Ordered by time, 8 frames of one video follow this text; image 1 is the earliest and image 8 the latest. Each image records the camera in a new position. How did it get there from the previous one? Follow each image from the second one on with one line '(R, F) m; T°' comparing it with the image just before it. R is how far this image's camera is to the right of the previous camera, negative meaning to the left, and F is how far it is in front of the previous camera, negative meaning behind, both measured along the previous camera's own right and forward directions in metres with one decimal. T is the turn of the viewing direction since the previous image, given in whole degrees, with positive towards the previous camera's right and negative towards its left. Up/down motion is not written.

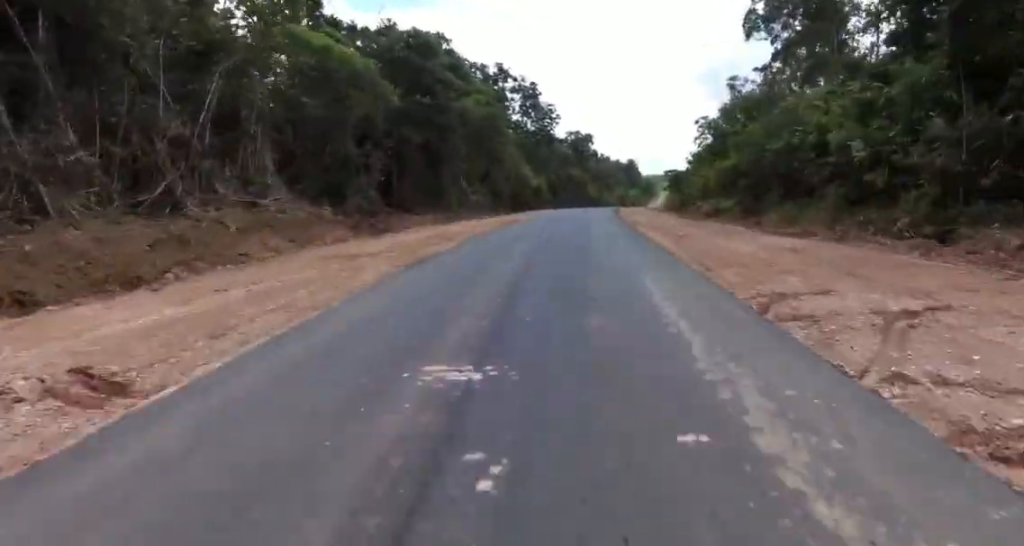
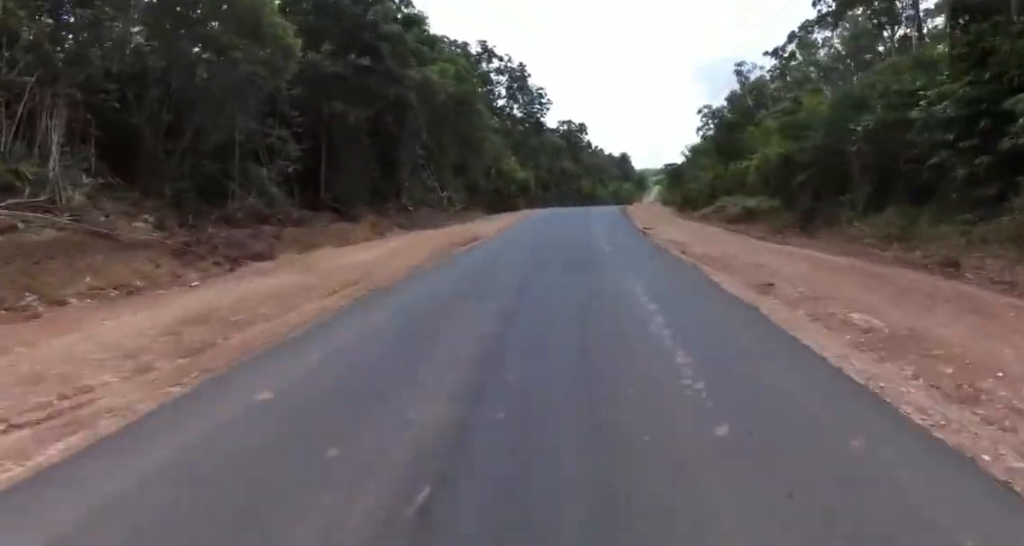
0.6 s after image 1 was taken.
(+0.3, +12.5) m; +1°
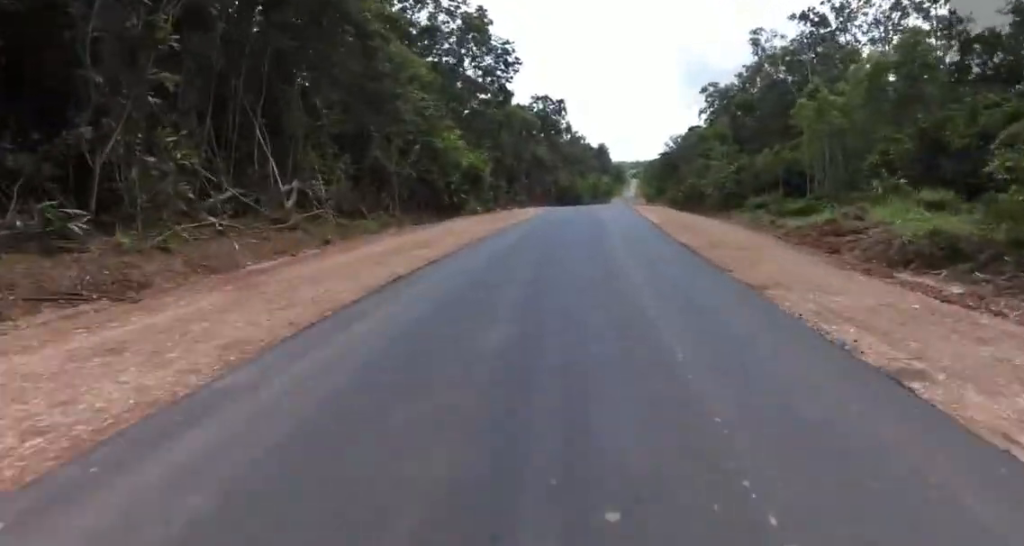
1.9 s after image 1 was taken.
(+0.3, +26.1) m; +3°
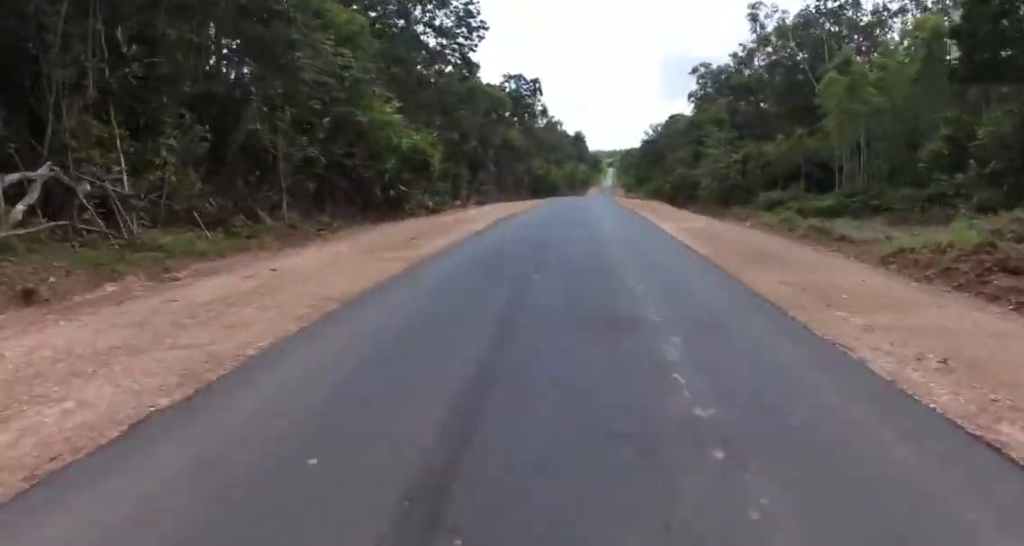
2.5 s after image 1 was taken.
(+0.3, +11.4) m; +2°
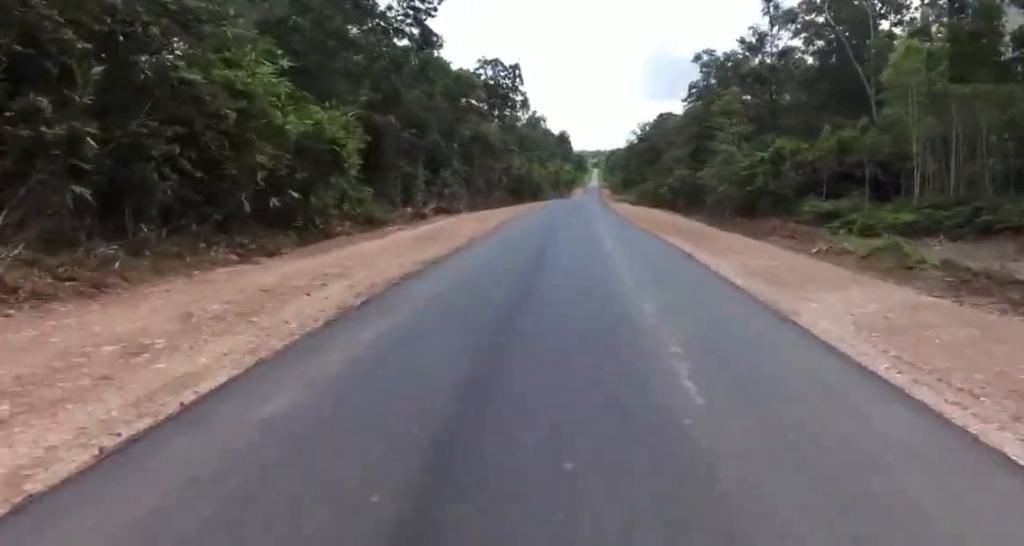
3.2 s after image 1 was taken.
(+0.2, +14.2) m; +1°
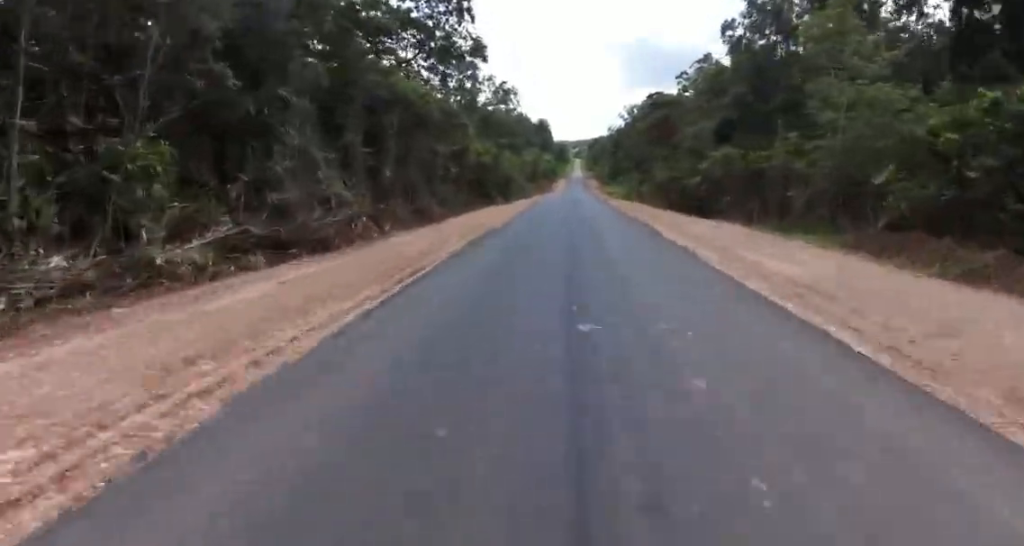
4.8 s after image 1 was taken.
(+0.2, +32.1) m; +1°
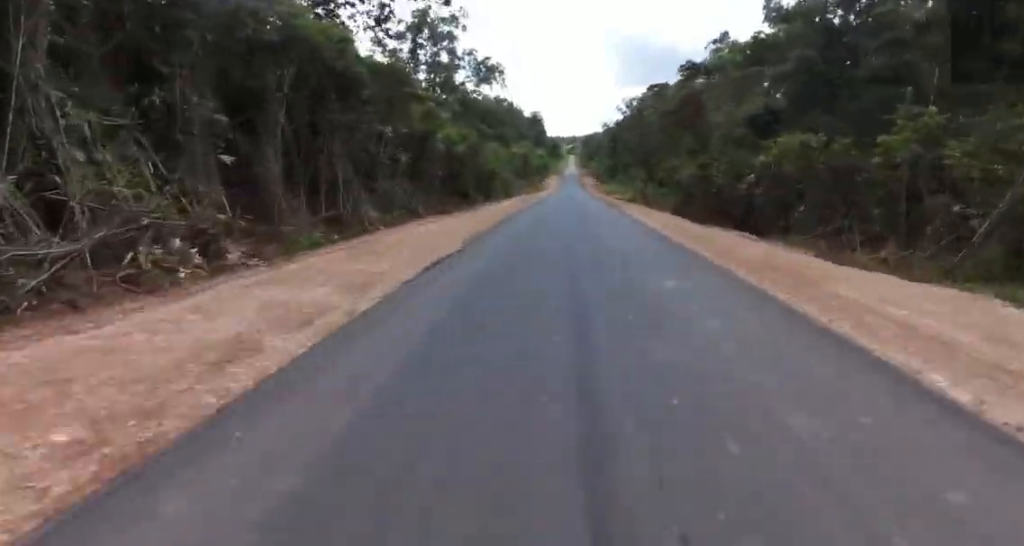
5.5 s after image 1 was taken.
(+0.2, +17.2) m; 0°
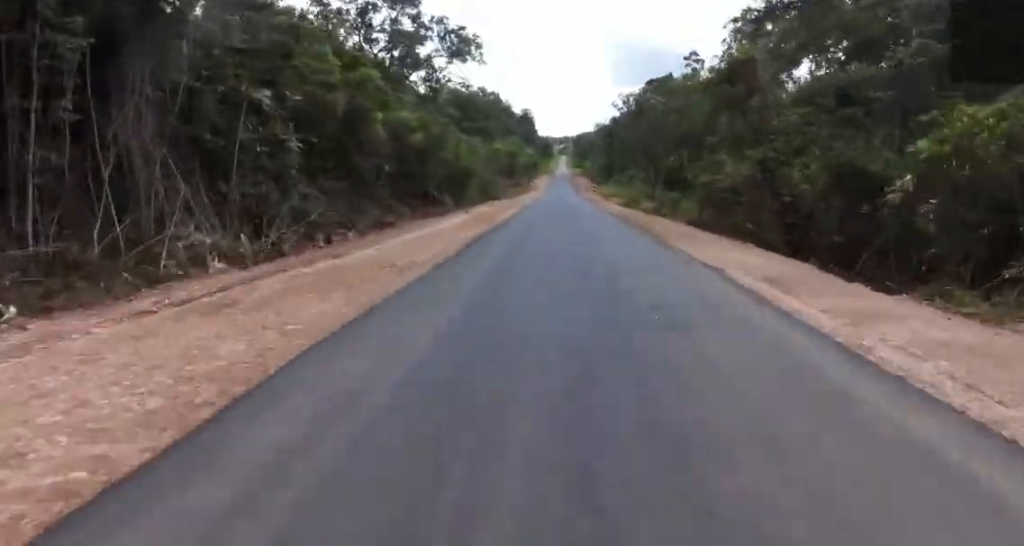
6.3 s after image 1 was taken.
(0.0, +18.8) m; +1°
